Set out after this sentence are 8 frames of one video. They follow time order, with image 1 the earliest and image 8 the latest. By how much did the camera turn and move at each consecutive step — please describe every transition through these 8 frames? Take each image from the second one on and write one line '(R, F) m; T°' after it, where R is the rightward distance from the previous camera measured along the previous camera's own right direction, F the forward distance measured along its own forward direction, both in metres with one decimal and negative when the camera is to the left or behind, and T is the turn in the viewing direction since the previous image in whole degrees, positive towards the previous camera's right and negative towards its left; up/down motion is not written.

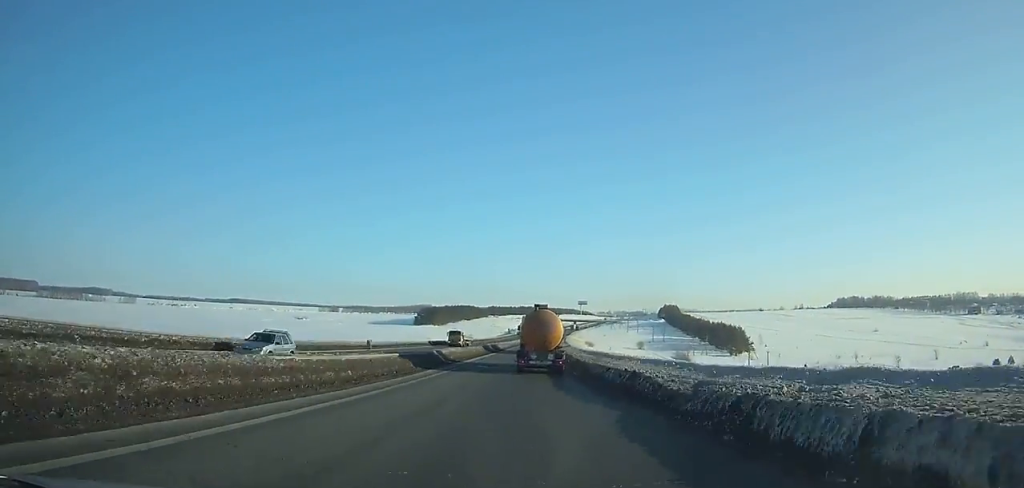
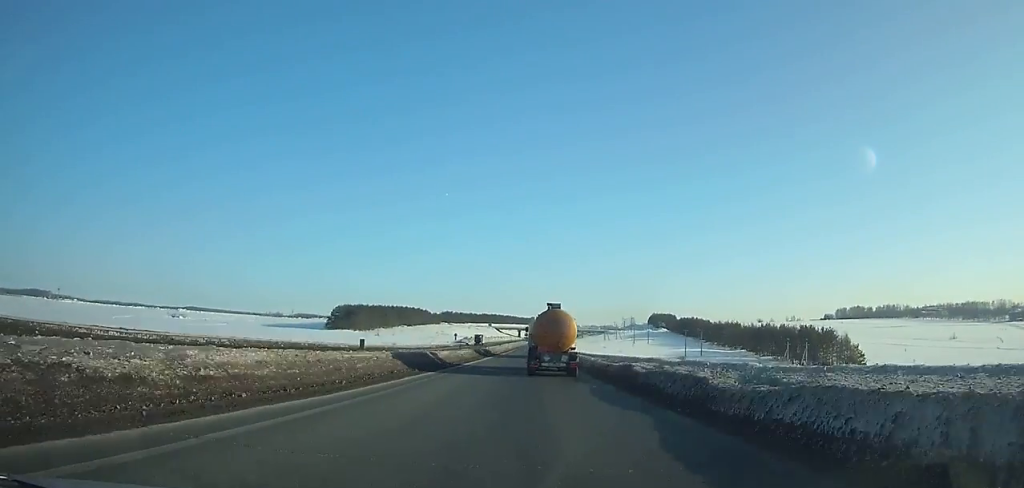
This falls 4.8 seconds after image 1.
(+3.1, +106.5) m; +3°
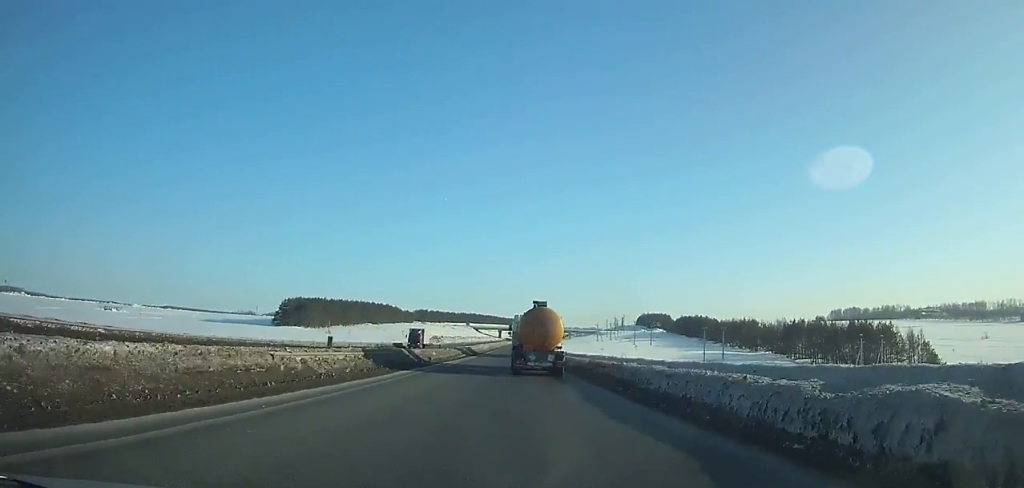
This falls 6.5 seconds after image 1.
(+0.6, +36.8) m; +1°
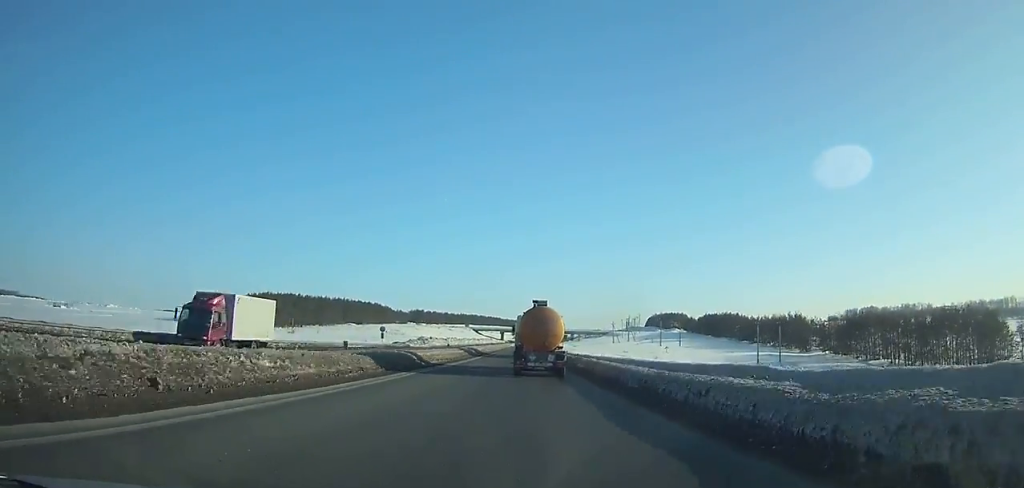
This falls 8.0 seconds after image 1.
(+0.2, +32.3) m; 0°
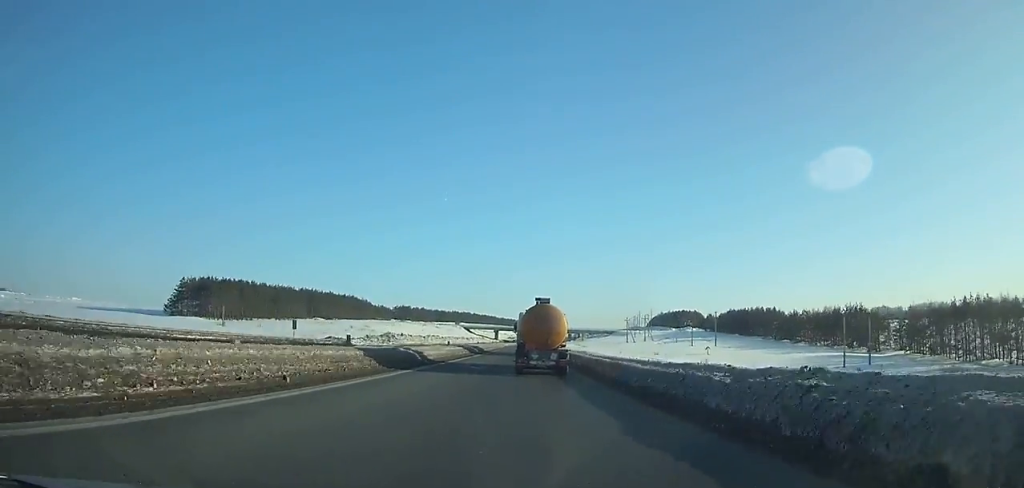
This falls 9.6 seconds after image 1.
(0.0, +34.1) m; 0°
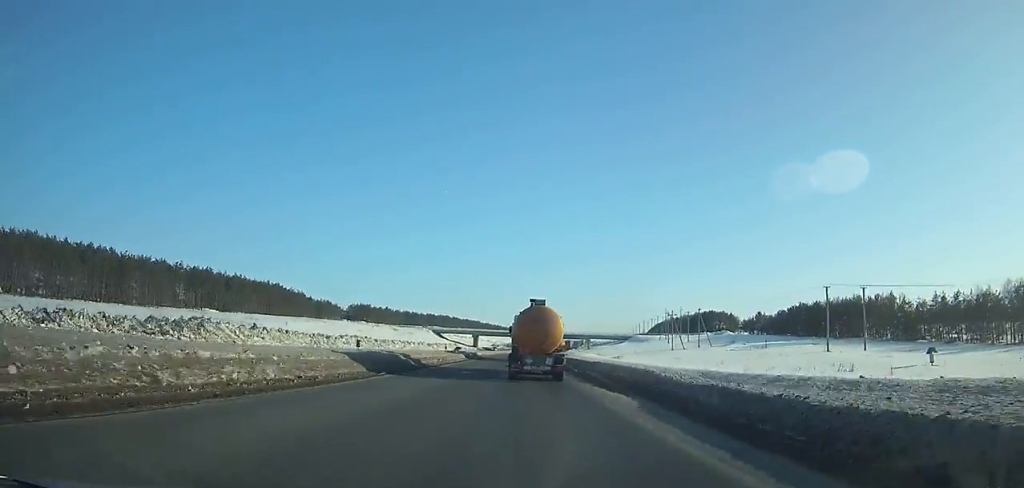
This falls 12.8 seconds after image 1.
(+0.4, +67.2) m; +1°
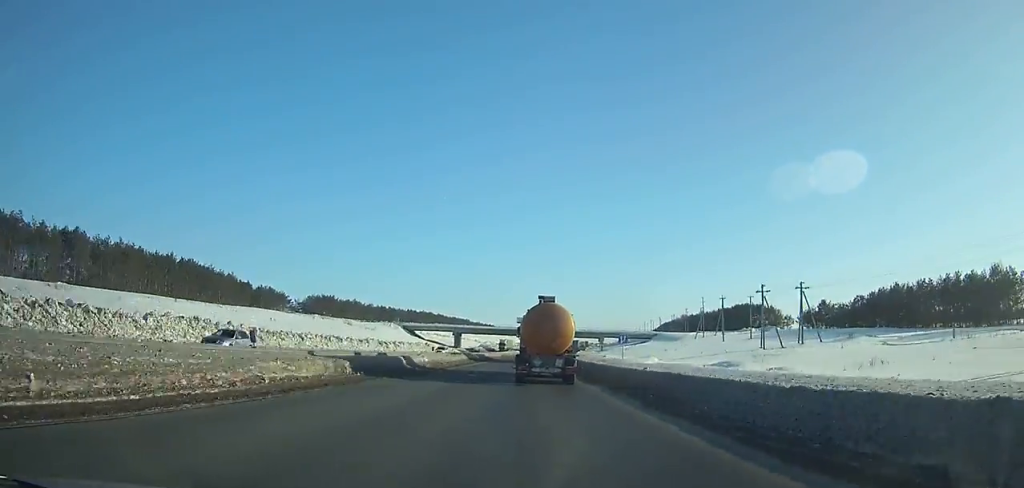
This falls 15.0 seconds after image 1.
(+0.4, +45.5) m; +1°
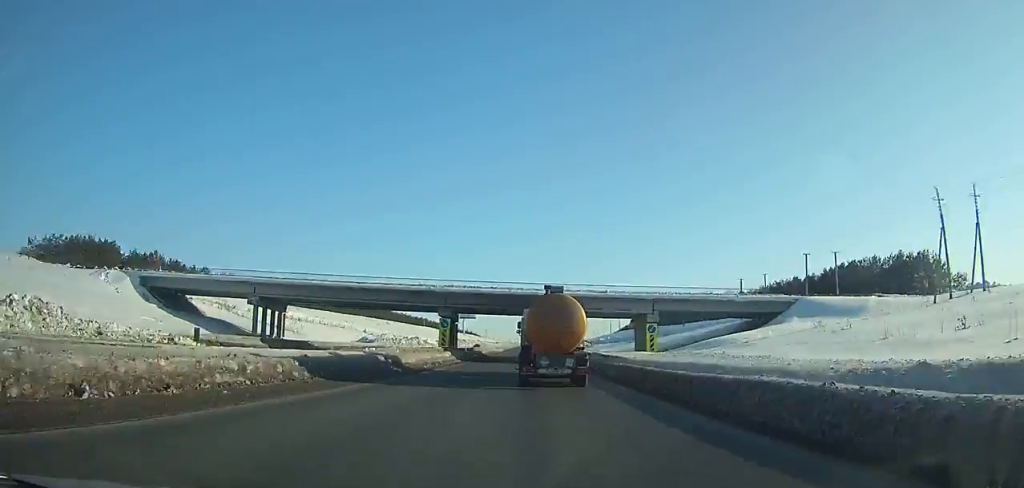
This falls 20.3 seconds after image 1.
(+3.8, +109.2) m; +4°
